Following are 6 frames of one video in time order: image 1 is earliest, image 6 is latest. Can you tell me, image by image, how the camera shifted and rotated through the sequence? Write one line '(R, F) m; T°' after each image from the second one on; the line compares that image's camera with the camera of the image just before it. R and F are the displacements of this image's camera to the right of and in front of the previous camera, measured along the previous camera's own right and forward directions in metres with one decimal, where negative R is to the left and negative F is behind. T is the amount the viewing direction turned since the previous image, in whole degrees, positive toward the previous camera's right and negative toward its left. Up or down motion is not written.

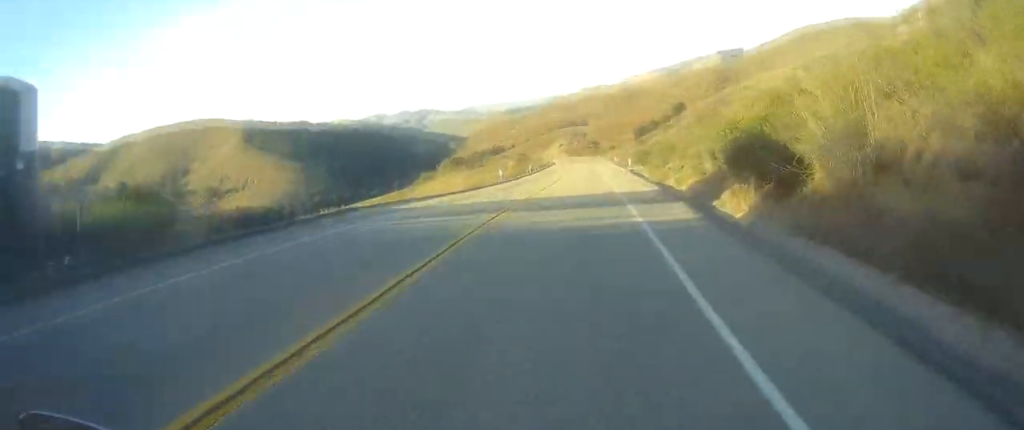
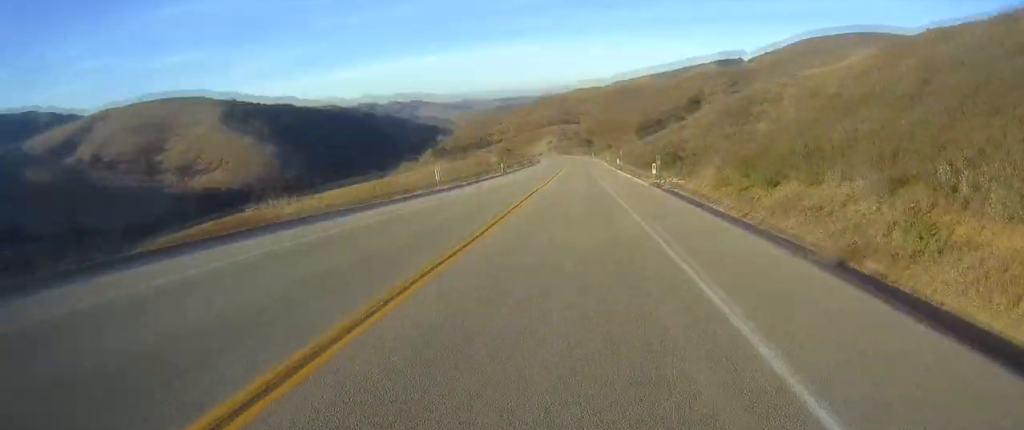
(+3.5, +29.2) m; +9°
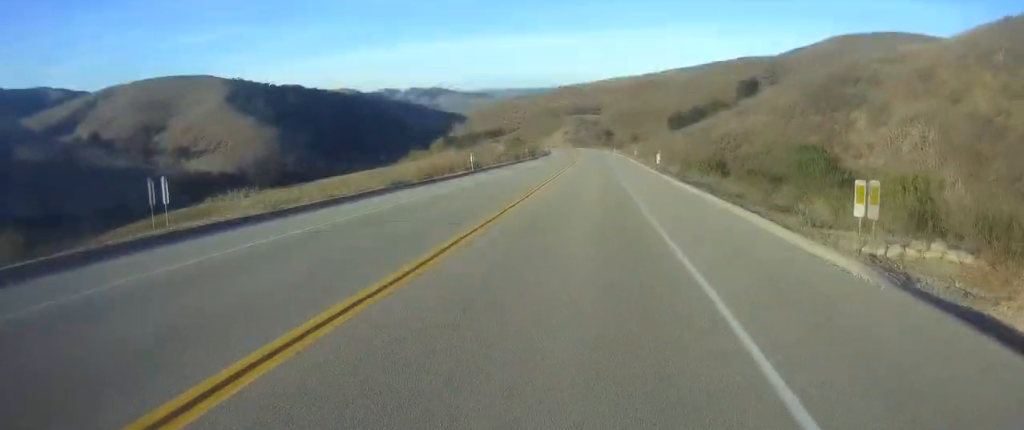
(+0.4, +31.4) m; +1°
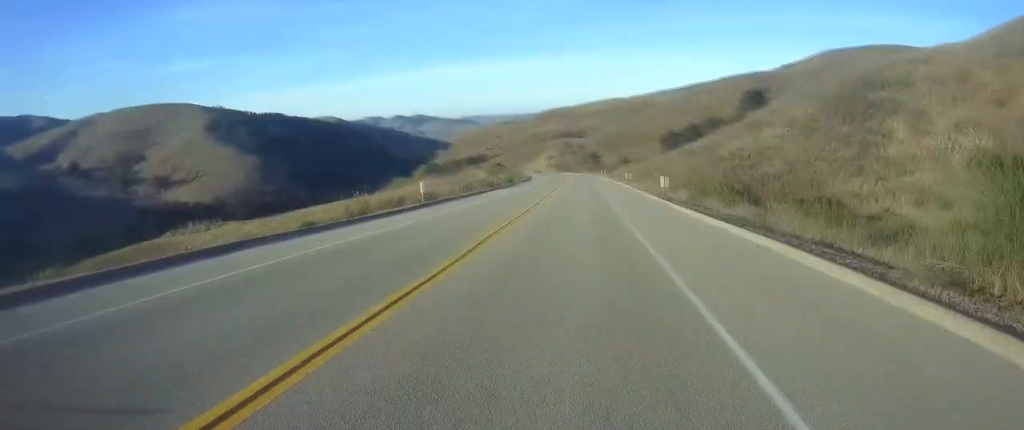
(-0.1, +12.3) m; 0°
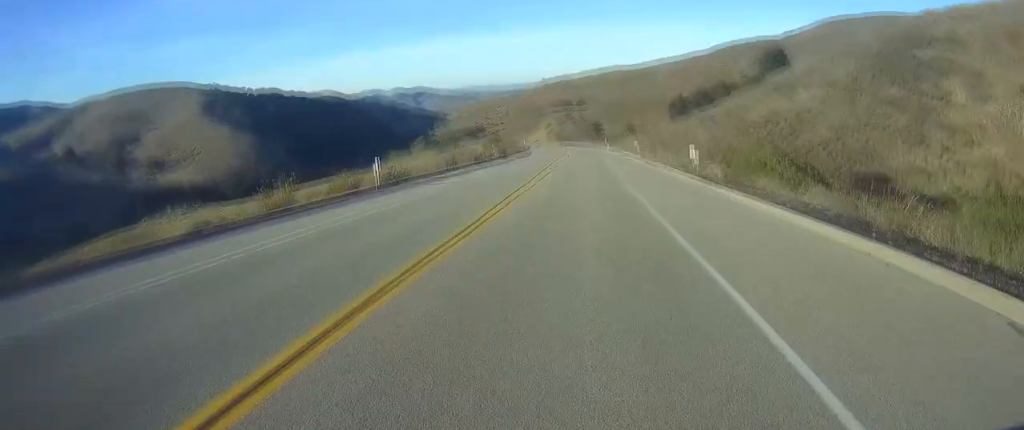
(0.0, +9.9) m; 0°
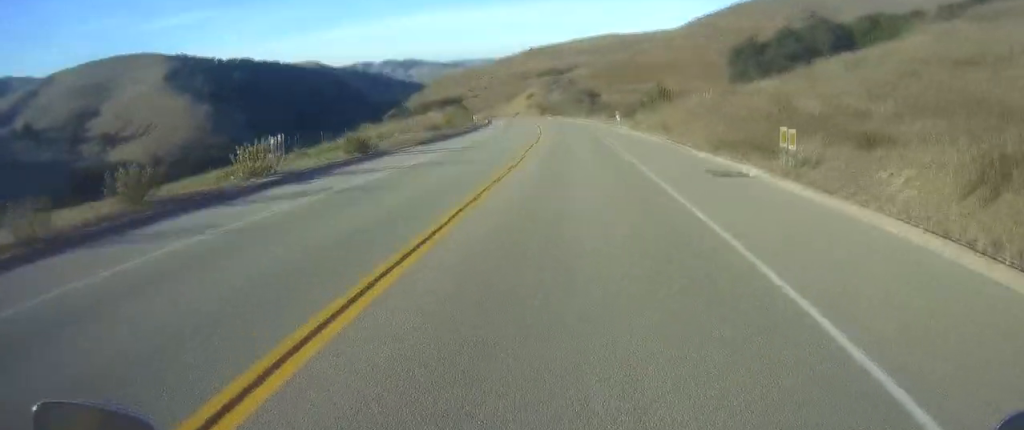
(+0.7, +50.6) m; +3°
